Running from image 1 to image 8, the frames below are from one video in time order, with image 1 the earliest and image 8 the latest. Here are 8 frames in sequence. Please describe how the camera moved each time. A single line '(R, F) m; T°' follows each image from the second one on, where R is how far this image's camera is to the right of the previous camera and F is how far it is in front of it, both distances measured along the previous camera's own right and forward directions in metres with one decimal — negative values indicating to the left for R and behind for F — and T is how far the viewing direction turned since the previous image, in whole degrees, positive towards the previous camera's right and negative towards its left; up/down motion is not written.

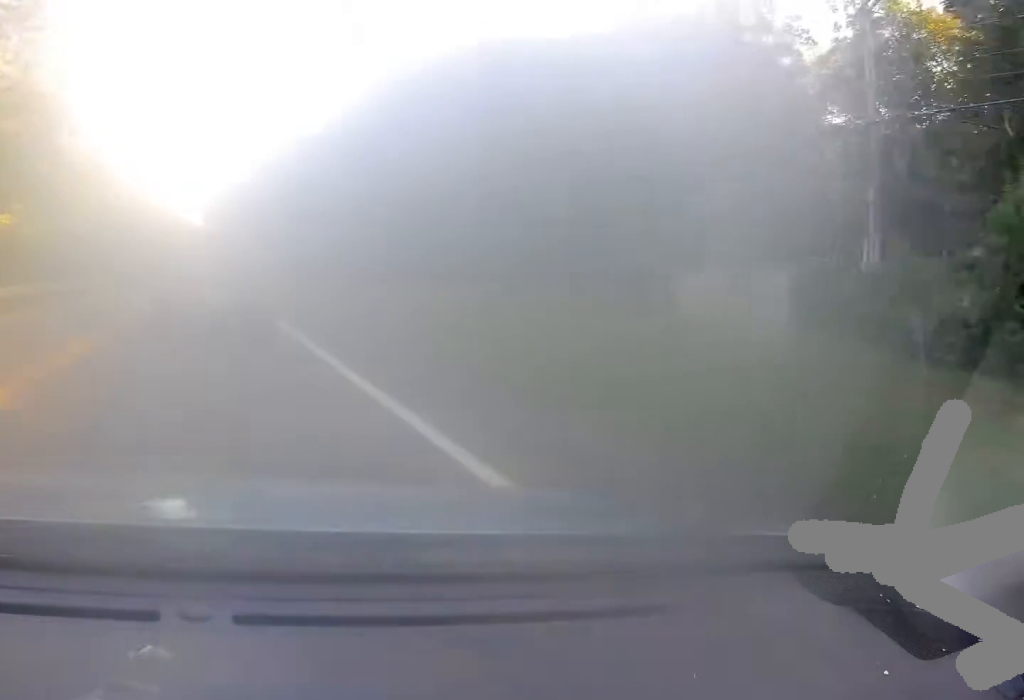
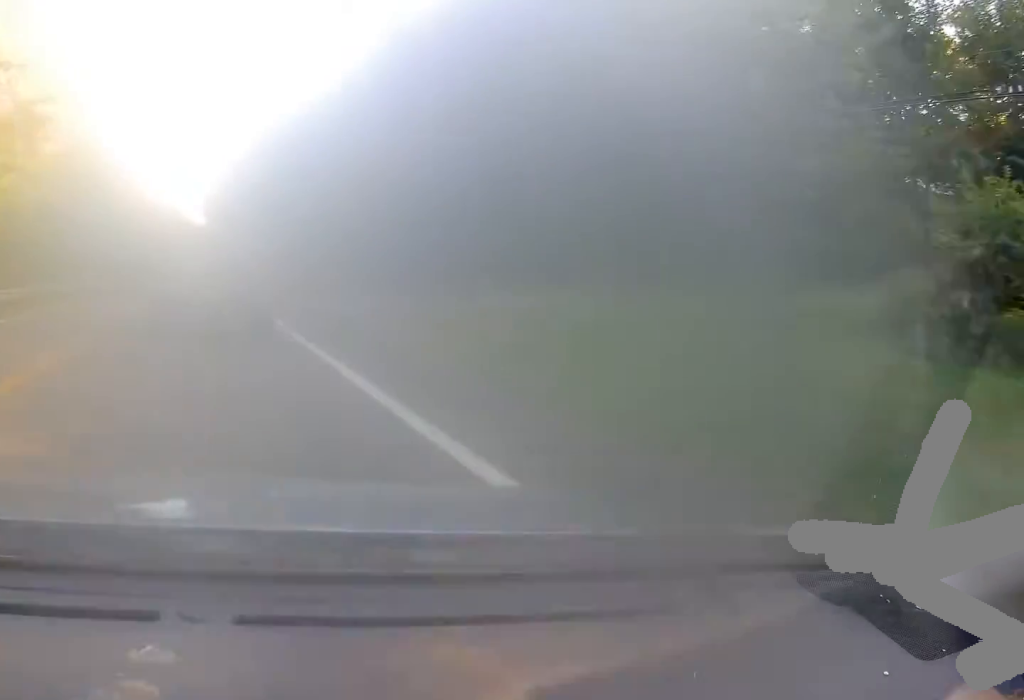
(+0.1, +15.0) m; 0°
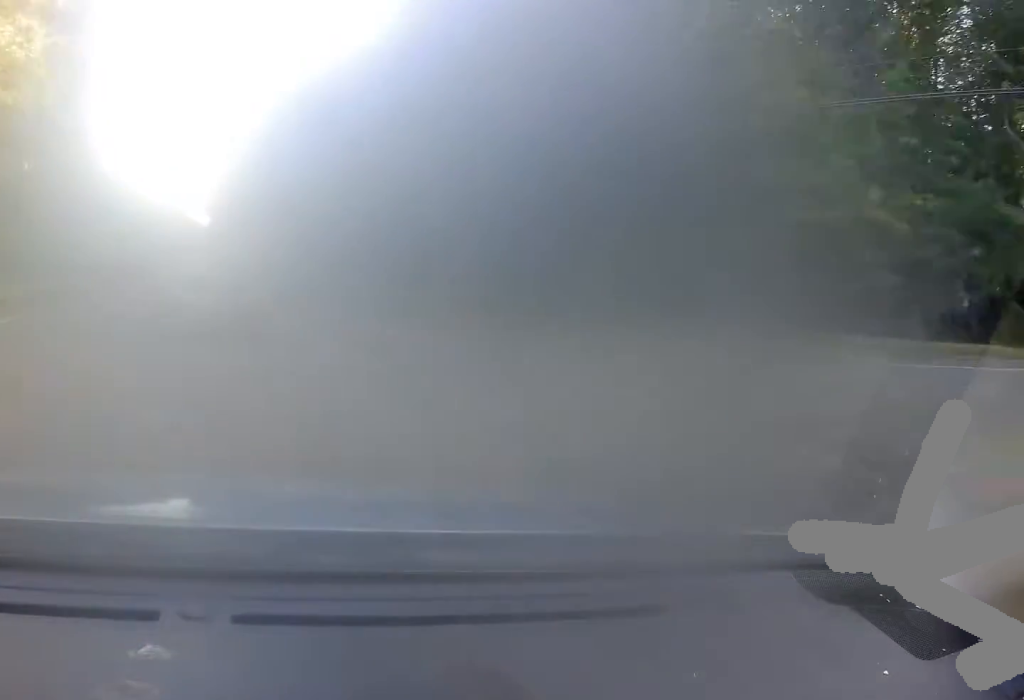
(0.0, +17.5) m; 0°
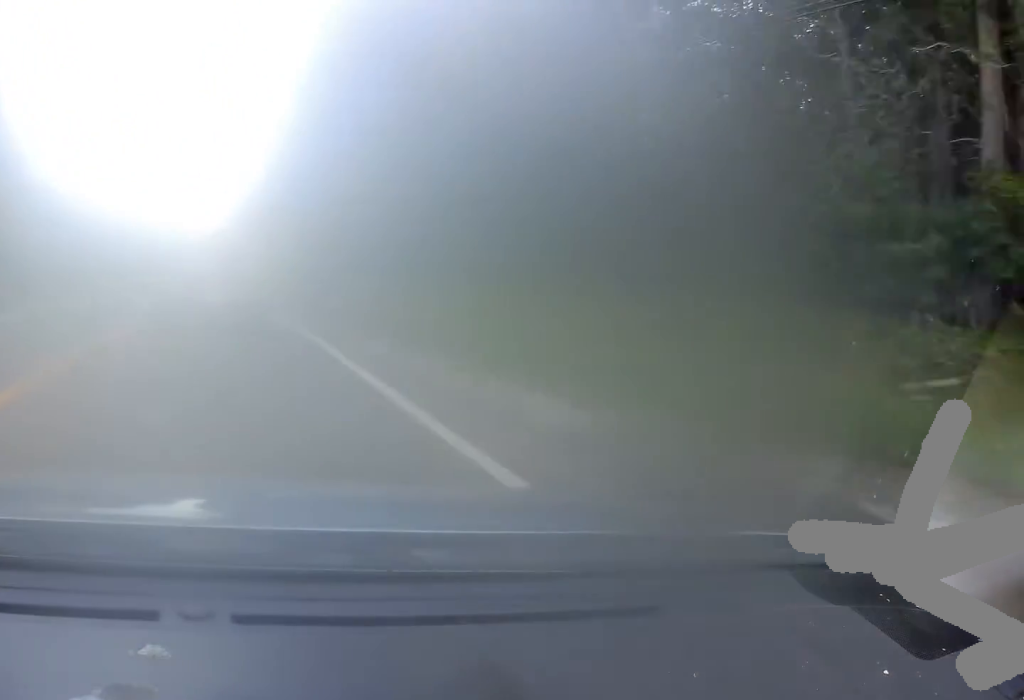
(-0.3, +27.6) m; -1°
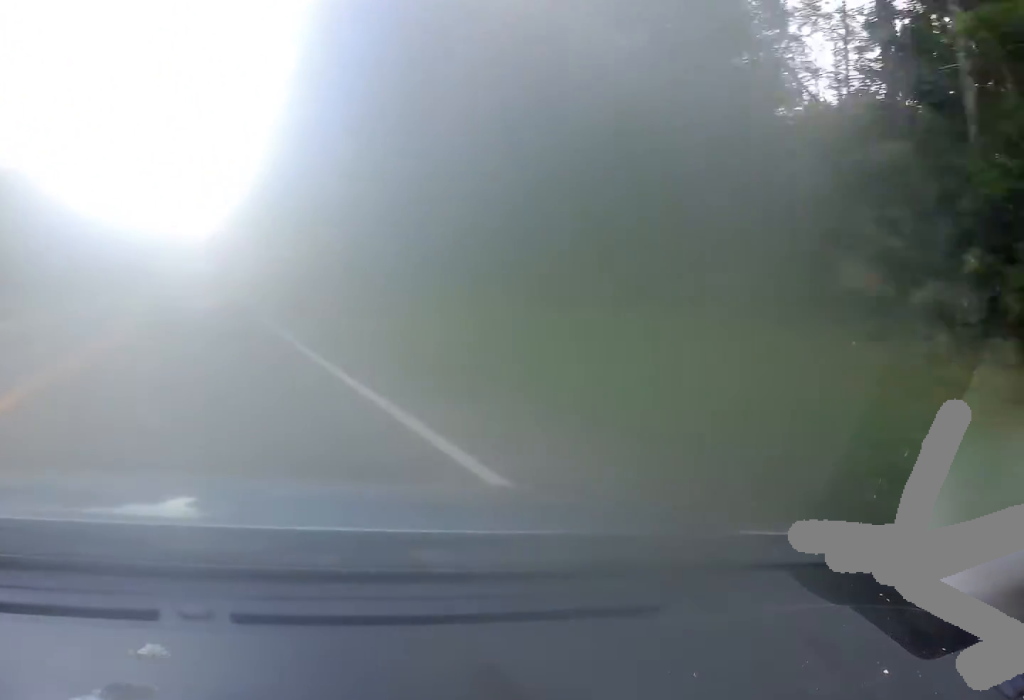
(-0.1, +13.1) m; 0°
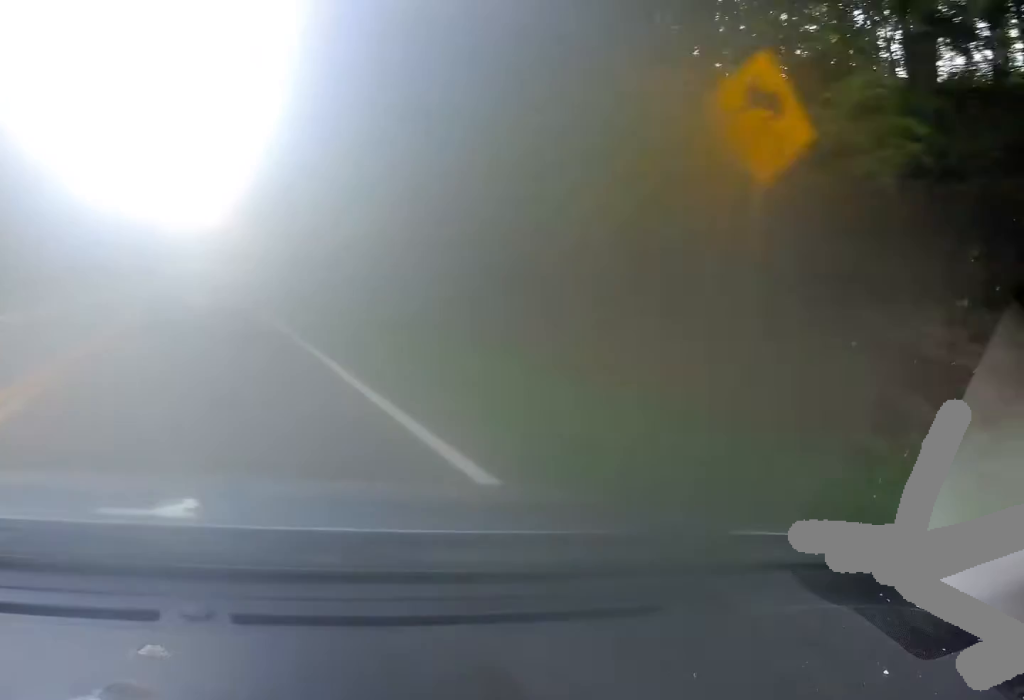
(+0.2, +28.1) m; +2°
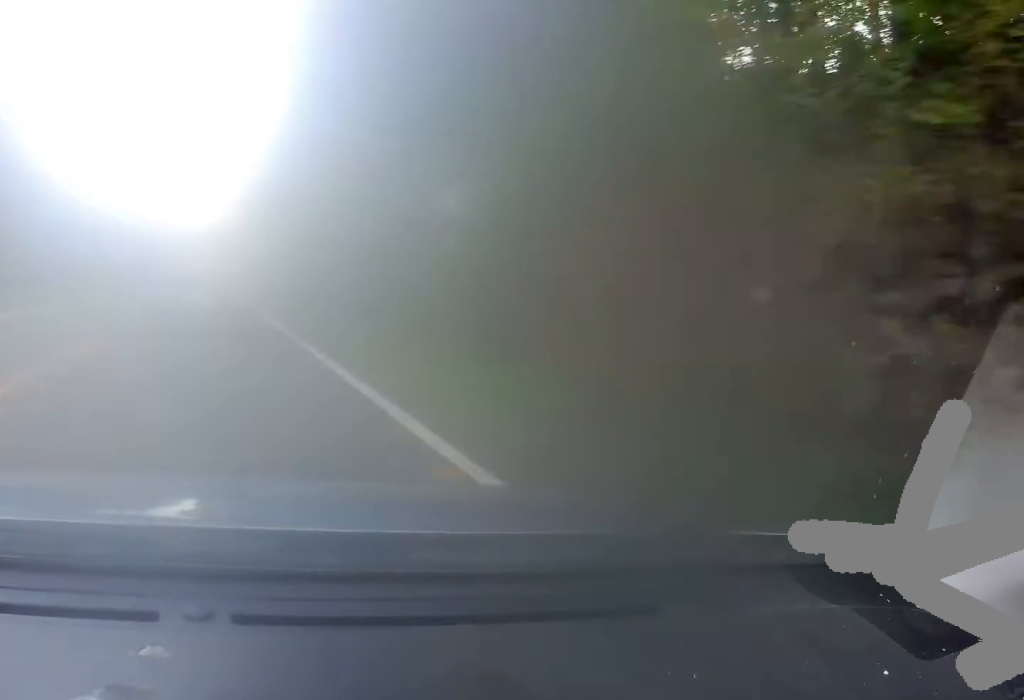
(+0.1, +8.8) m; 0°
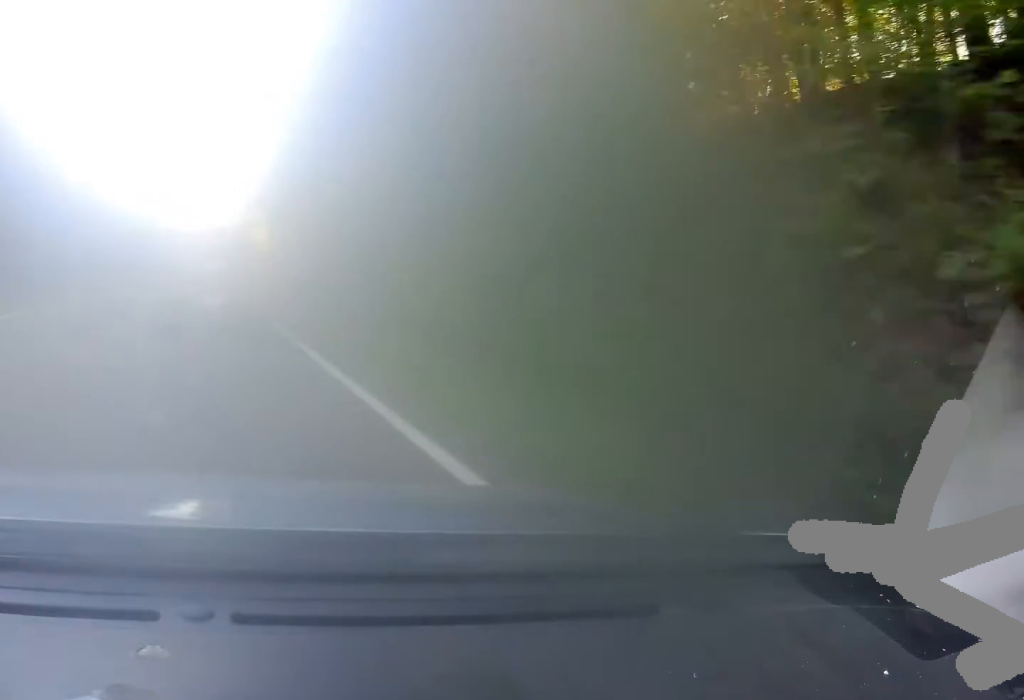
(-0.2, +32.5) m; -1°
